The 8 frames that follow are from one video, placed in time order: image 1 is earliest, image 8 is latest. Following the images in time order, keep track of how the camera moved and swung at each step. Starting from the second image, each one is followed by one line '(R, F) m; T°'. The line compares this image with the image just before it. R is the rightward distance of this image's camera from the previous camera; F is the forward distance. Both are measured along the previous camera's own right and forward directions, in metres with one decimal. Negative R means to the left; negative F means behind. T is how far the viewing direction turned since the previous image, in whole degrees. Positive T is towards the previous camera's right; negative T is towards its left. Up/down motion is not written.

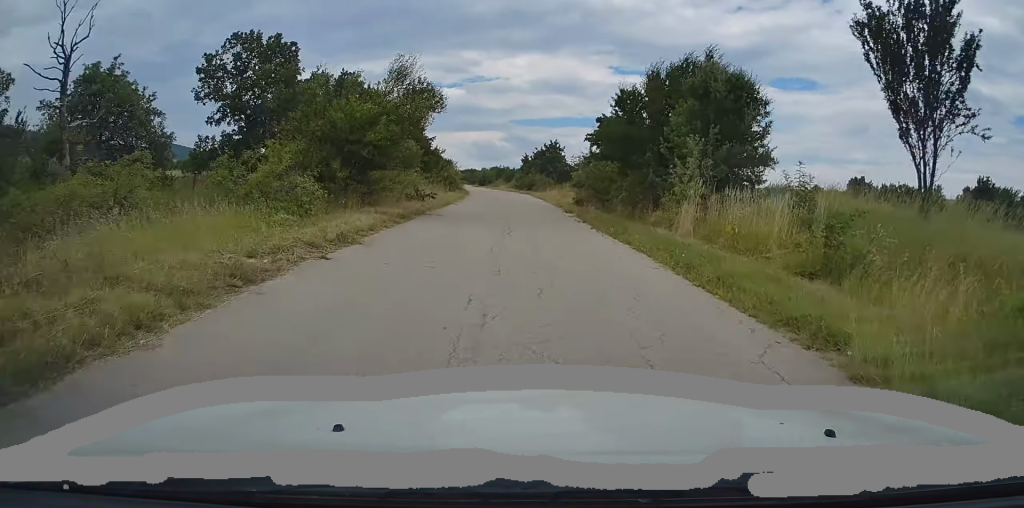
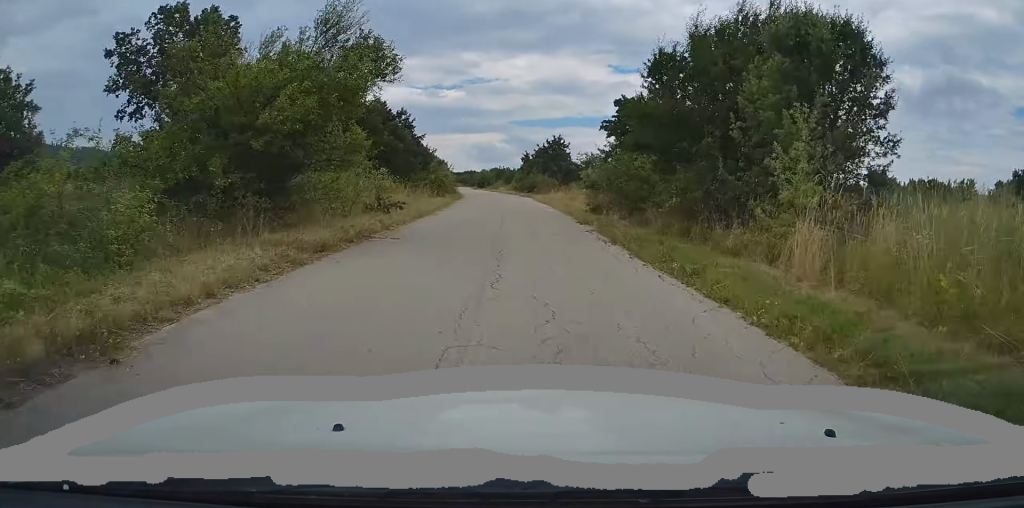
(0.0, +6.7) m; 0°
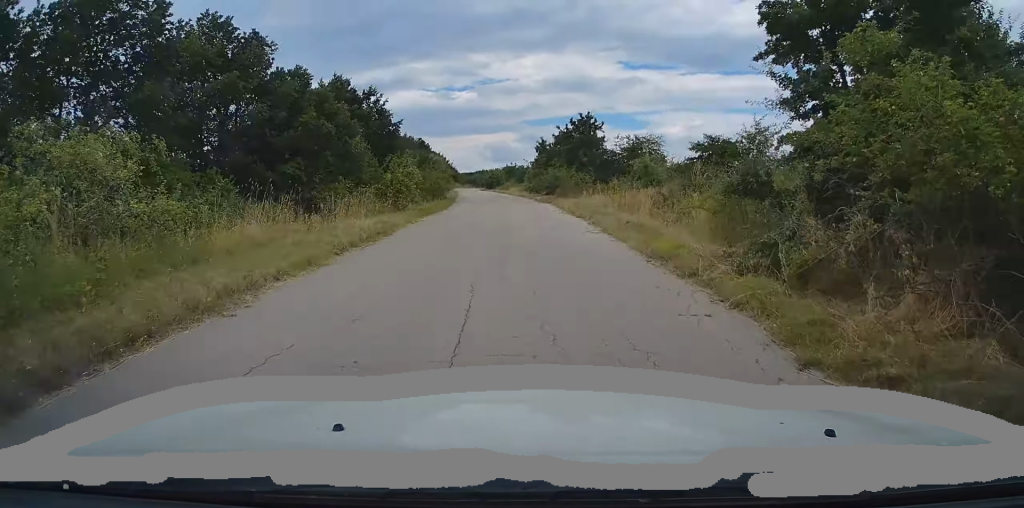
(0.0, +16.3) m; -1°
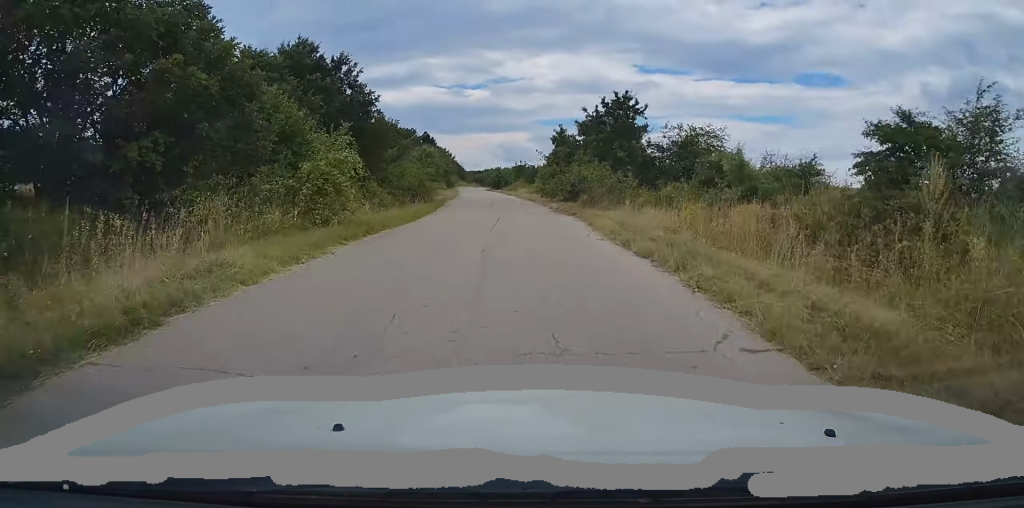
(0.0, +10.2) m; -1°
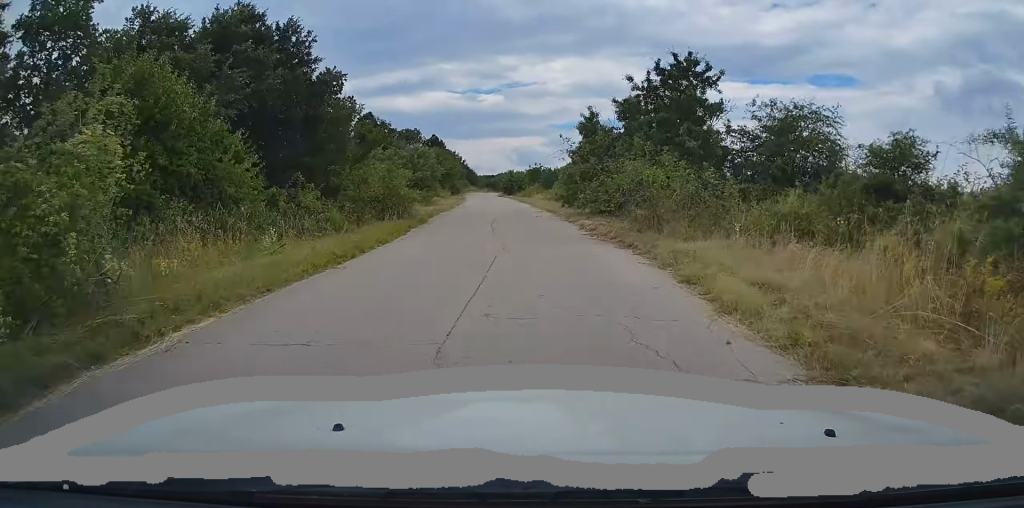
(-0.1, +9.4) m; -1°
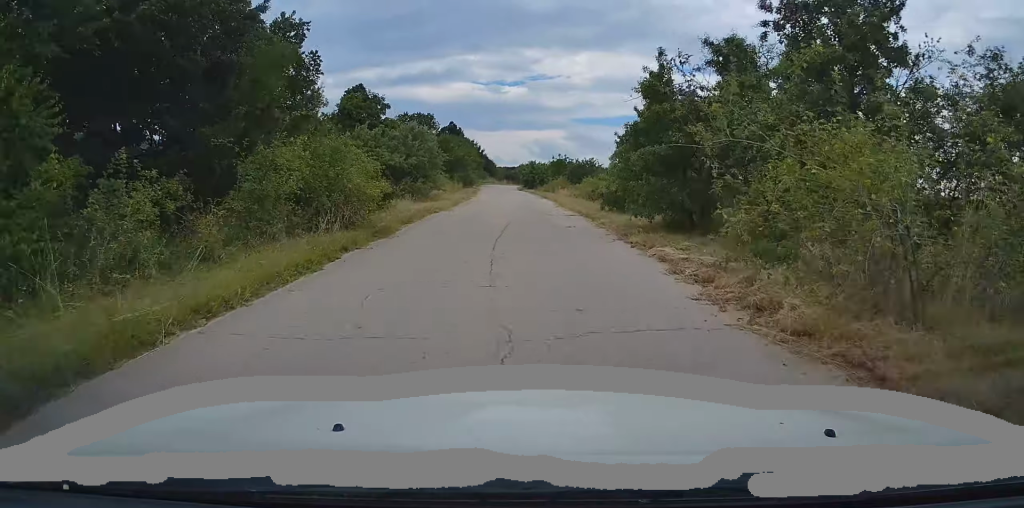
(-0.1, +8.9) m; -1°
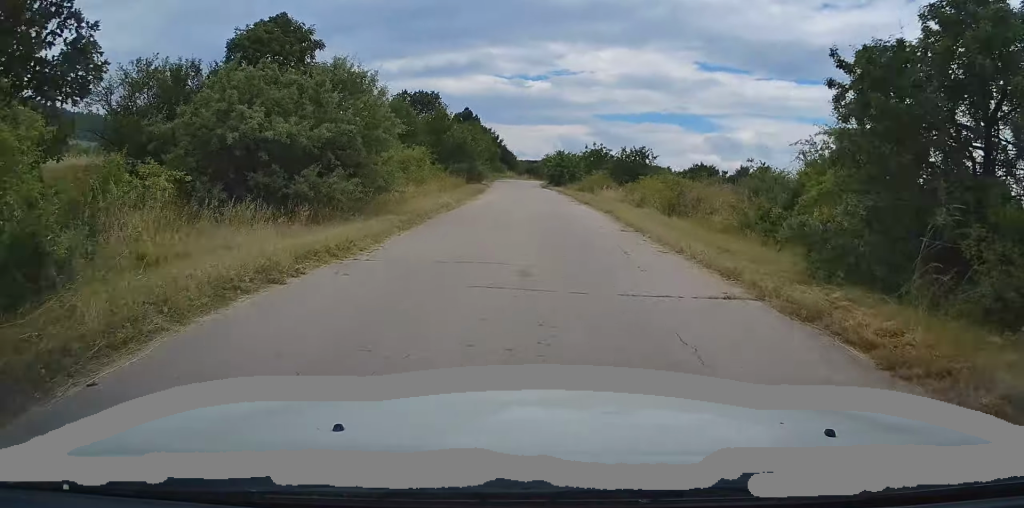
(-0.4, +16.6) m; -2°
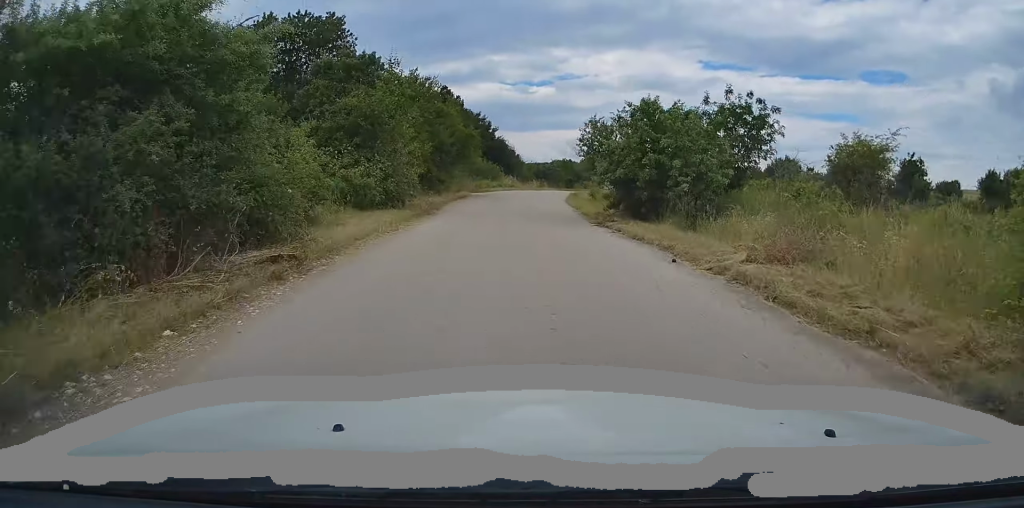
(0.0, +41.4) m; 0°
